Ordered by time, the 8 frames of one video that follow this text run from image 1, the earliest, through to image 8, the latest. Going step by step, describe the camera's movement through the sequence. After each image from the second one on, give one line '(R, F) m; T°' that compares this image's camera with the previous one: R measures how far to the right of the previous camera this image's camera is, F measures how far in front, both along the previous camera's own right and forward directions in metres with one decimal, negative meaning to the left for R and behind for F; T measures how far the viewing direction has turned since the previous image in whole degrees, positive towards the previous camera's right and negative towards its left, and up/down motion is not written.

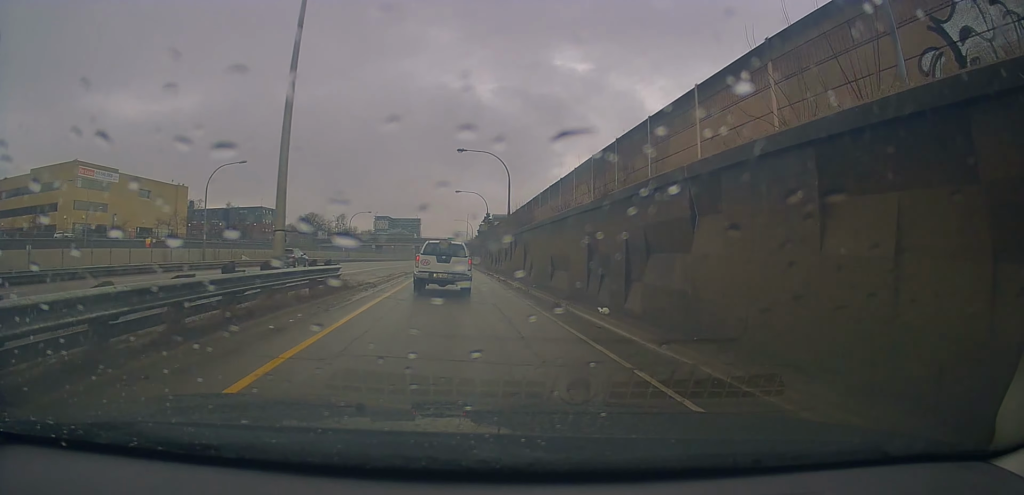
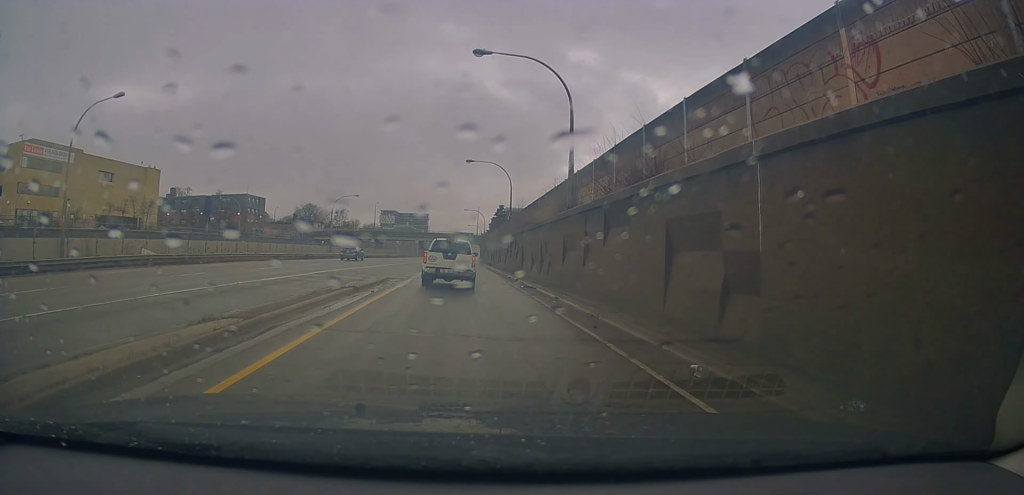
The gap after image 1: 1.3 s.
(+0.2, +19.9) m; 0°
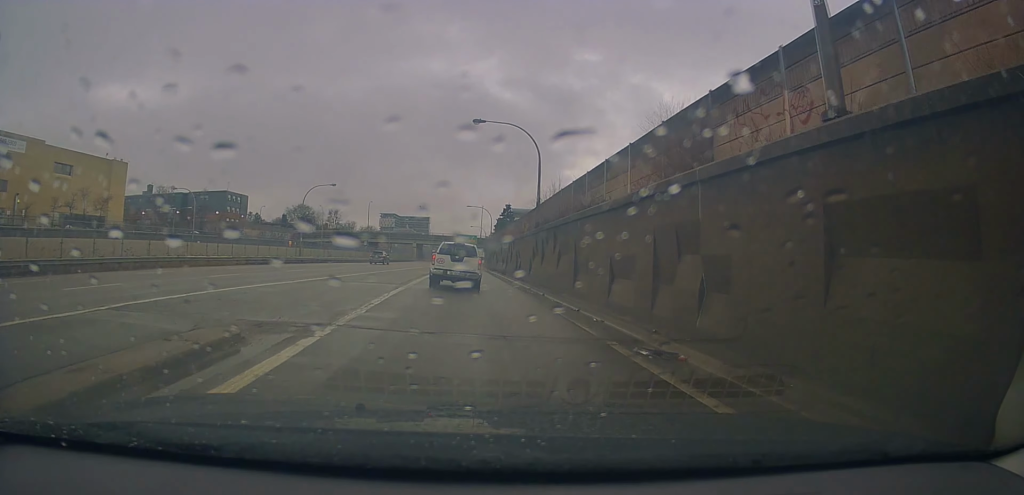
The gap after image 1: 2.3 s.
(0.0, +15.6) m; +1°
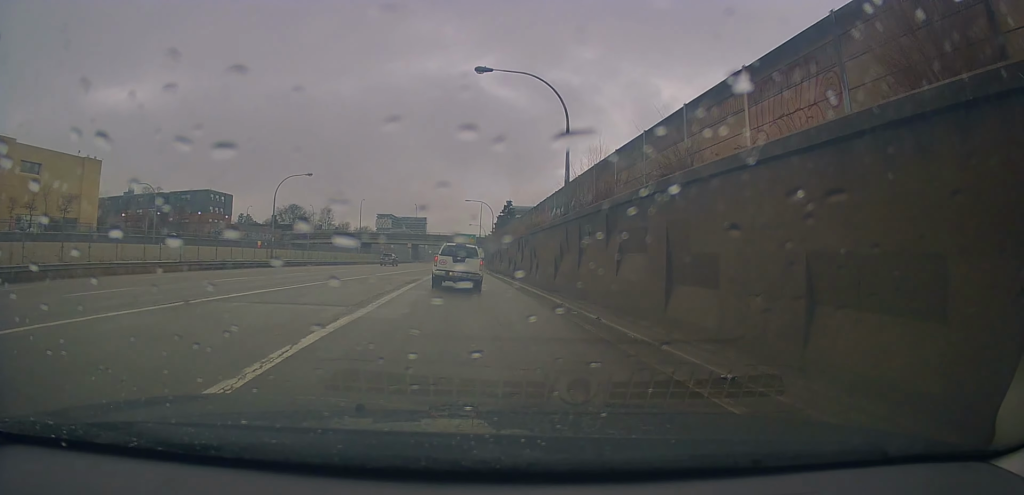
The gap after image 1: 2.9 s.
(+0.4, +8.9) m; 0°
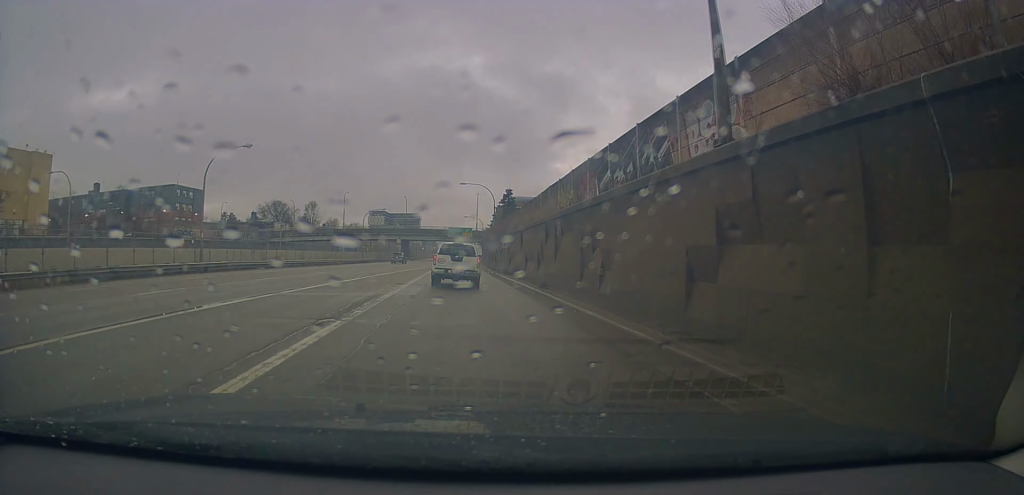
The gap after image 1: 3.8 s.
(-0.7, +15.0) m; -1°
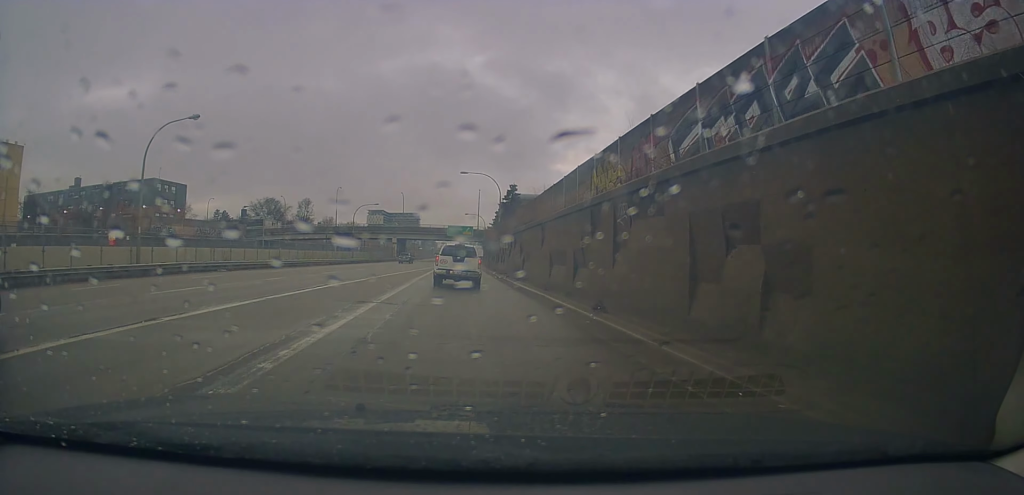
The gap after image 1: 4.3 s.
(+0.1, +8.7) m; 0°
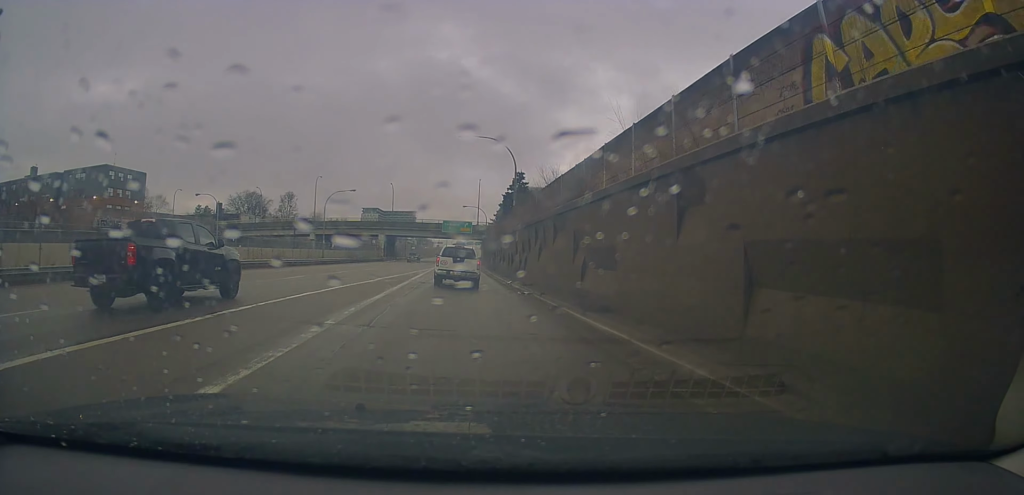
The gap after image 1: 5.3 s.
(+0.1, +17.1) m; +1°
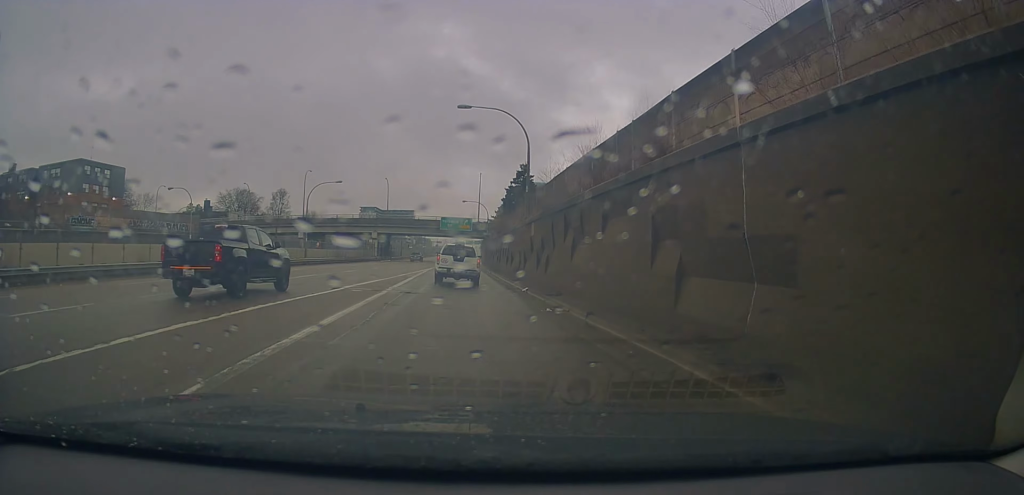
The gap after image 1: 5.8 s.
(-0.2, +7.4) m; 0°
